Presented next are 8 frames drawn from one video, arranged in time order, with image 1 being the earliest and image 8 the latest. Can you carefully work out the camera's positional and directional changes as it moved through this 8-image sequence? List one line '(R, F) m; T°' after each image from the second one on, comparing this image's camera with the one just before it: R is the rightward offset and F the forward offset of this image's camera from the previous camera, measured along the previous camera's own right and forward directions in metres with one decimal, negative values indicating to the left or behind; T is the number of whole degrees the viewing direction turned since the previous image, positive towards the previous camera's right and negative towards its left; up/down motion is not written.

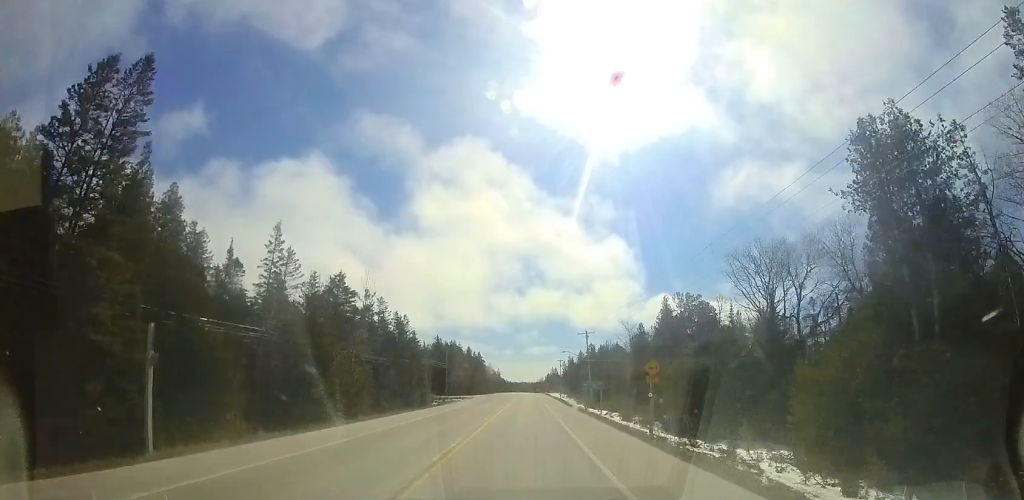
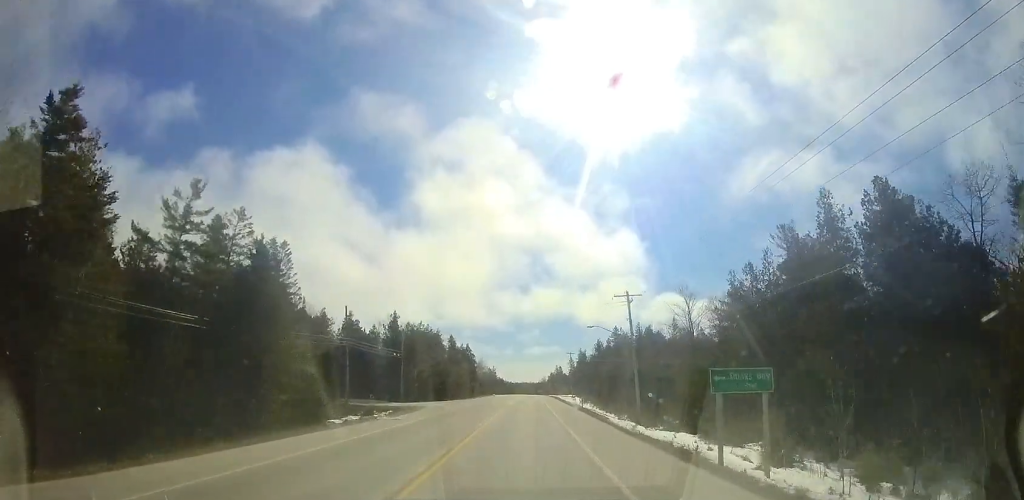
(+0.1, +27.3) m; +2°
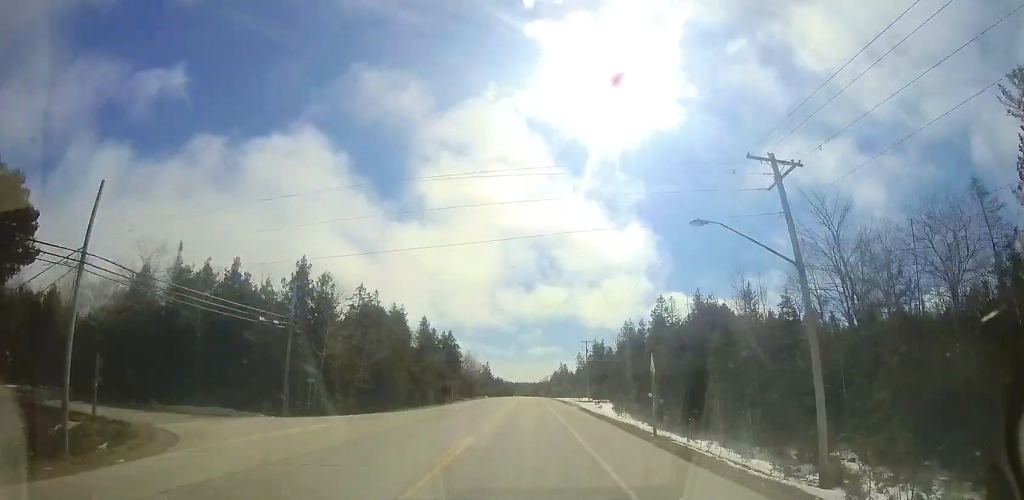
(-0.4, +24.1) m; -2°
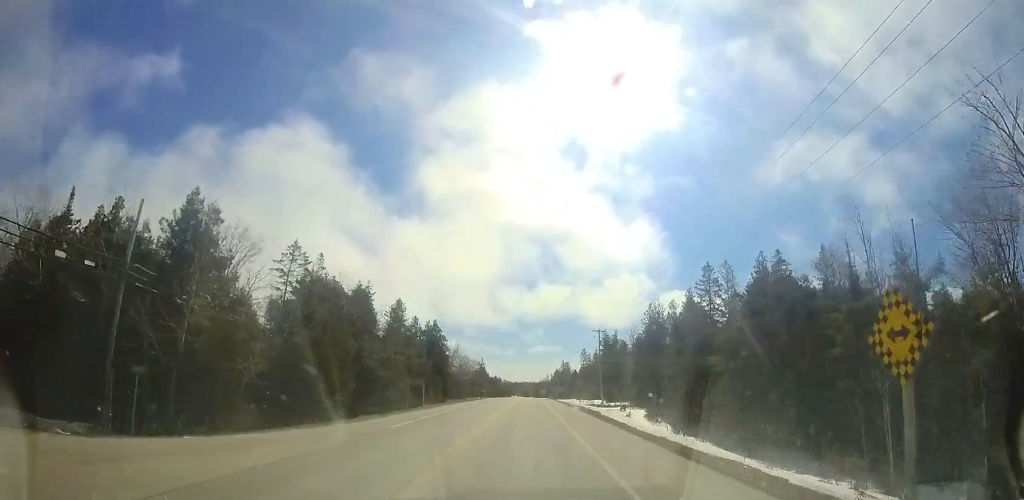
(-0.3, +12.9) m; 0°
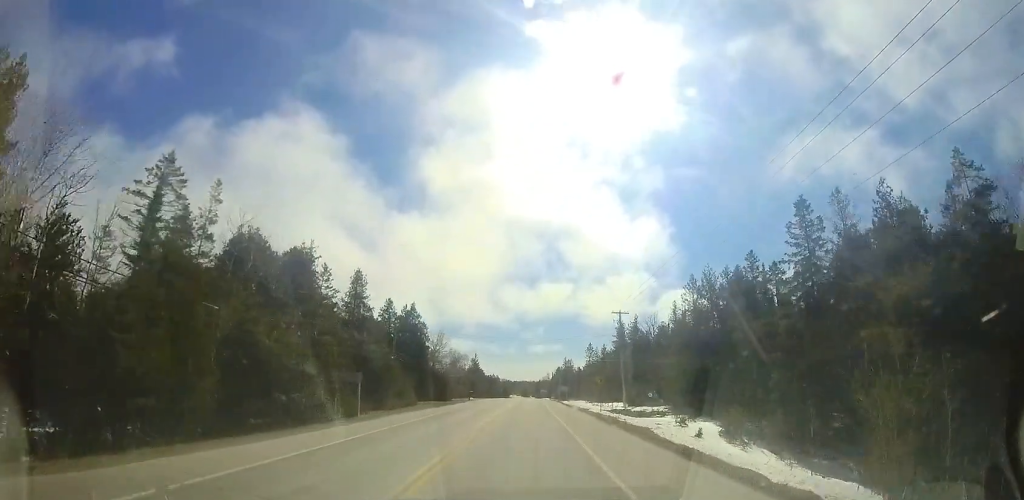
(+0.1, +13.3) m; +2°
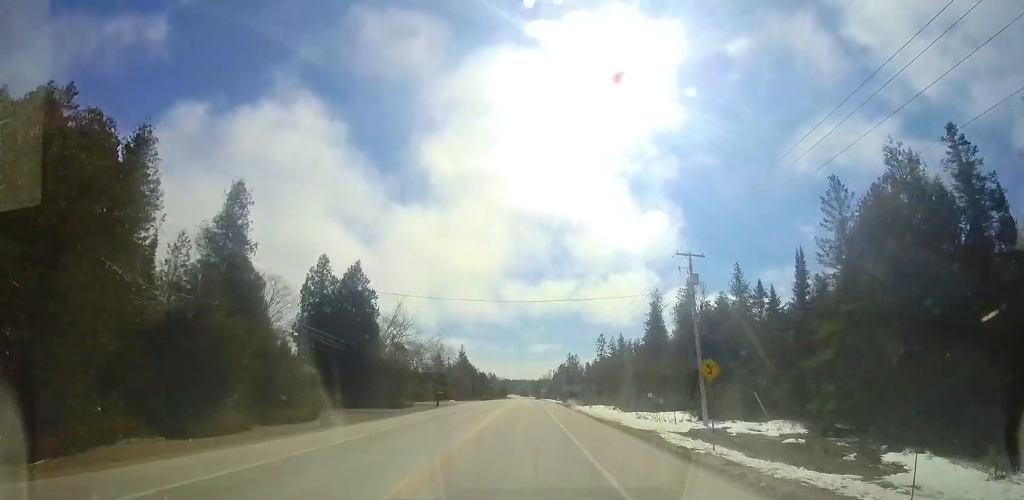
(+0.4, +19.3) m; +1°
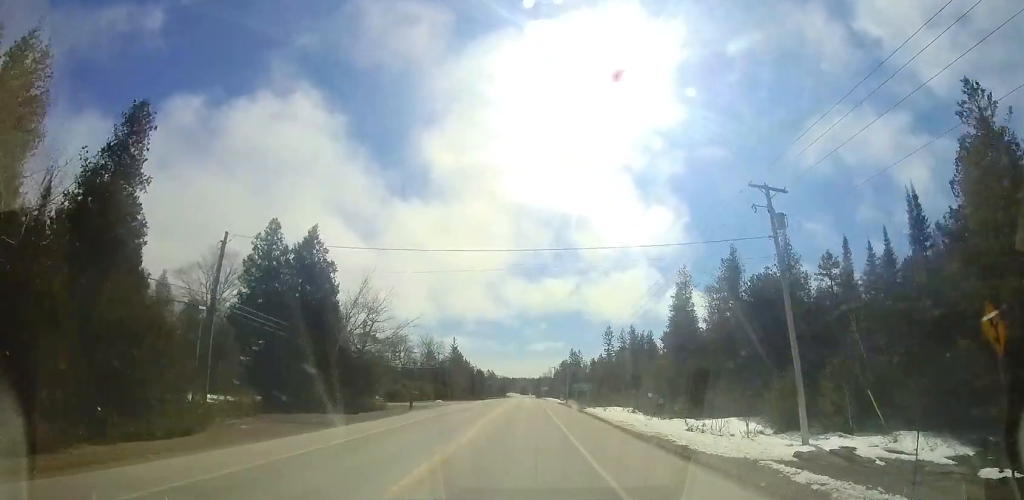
(0.0, +8.5) m; -1°
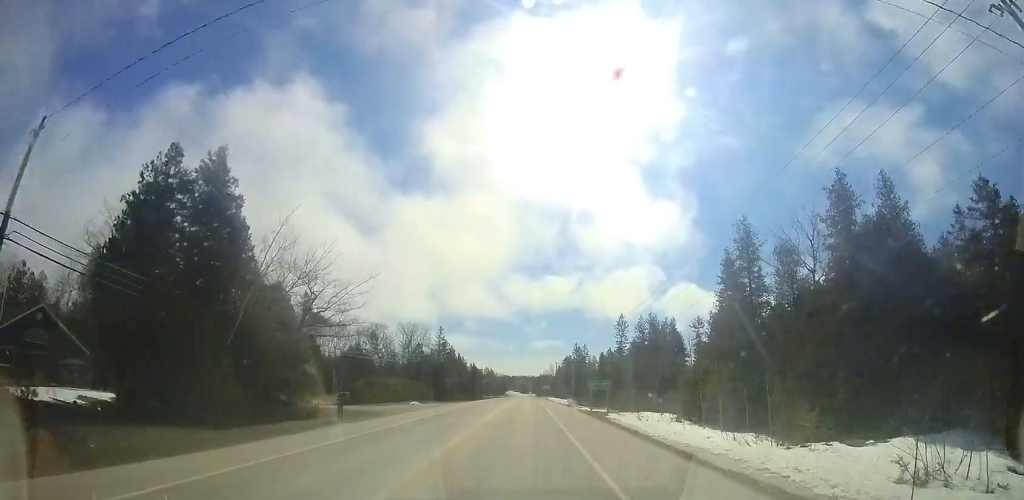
(-0.2, +11.1) m; -1°
